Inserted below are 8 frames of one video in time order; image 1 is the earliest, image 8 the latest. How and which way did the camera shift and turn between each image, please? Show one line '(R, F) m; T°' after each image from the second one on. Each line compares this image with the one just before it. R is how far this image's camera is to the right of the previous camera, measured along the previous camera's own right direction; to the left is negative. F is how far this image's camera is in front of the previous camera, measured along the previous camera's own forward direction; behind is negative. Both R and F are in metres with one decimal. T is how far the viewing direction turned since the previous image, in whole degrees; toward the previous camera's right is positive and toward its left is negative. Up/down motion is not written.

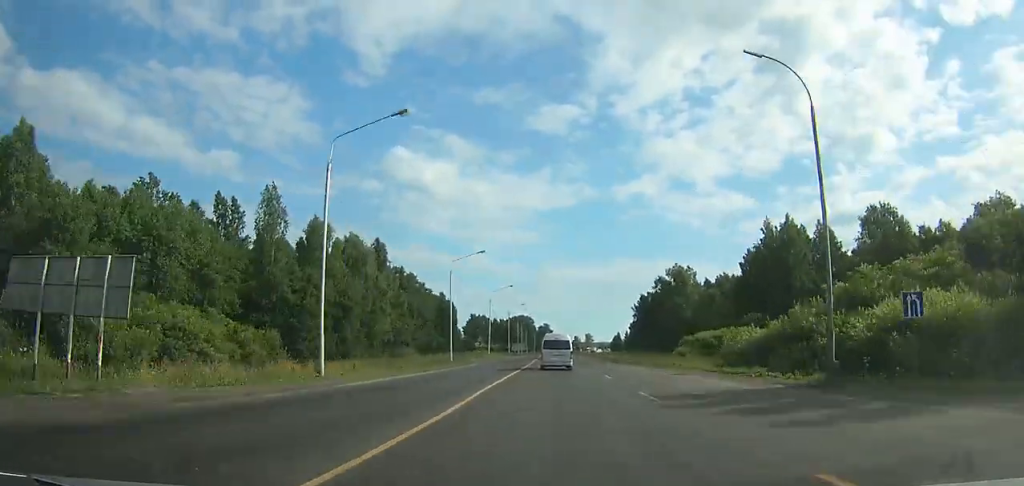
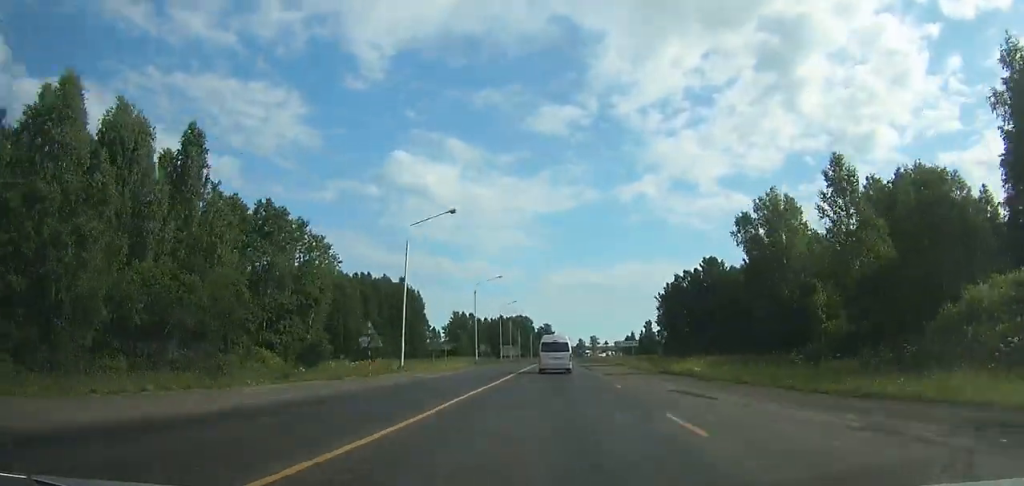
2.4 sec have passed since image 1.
(+14.9, +59.2) m; +6°
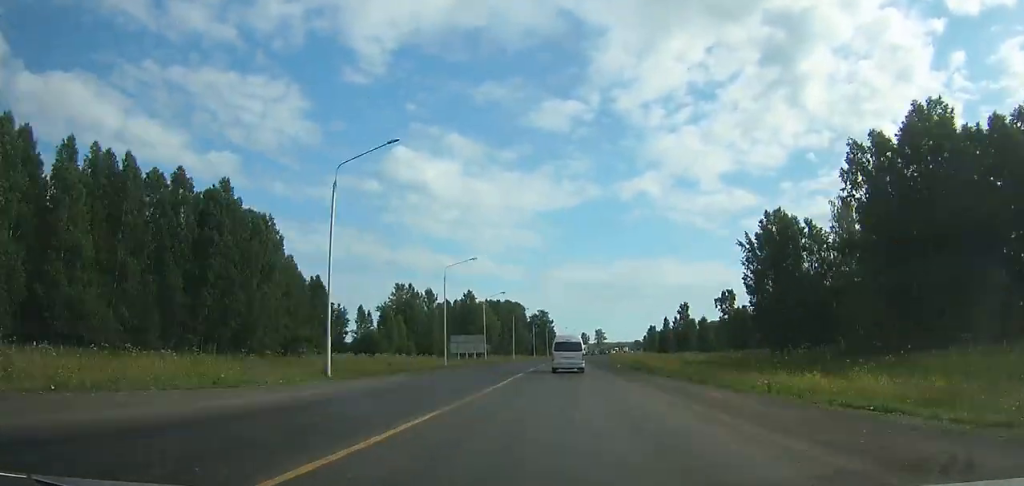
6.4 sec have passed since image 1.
(-19.2, +92.7) m; -14°
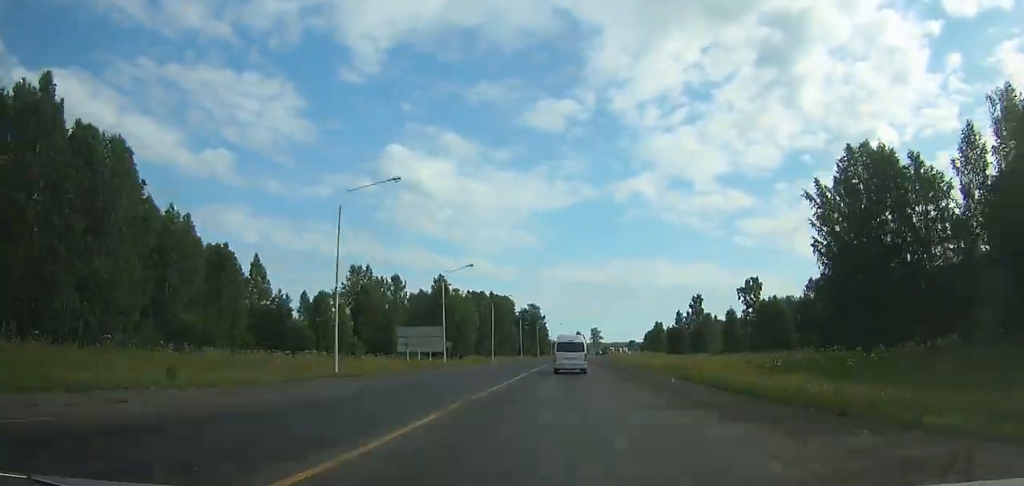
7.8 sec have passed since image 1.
(-0.8, +31.7) m; -1°
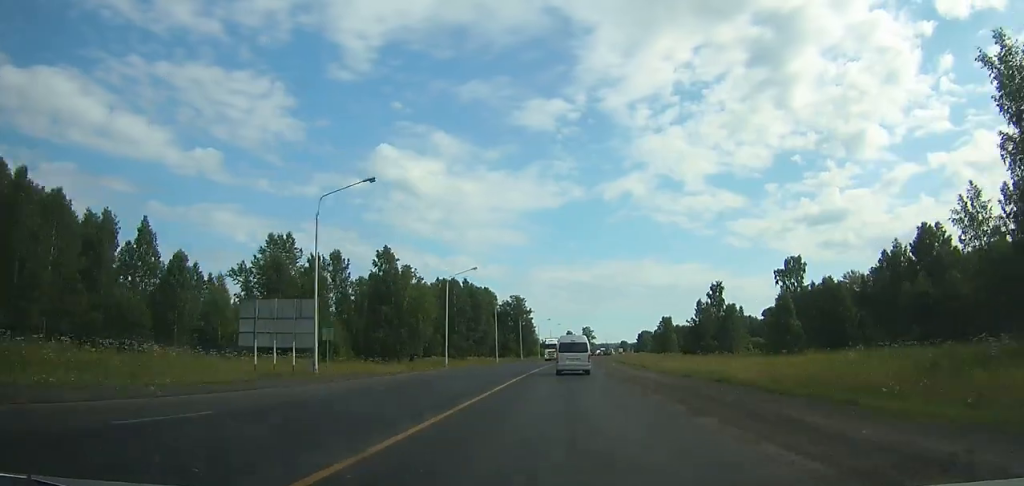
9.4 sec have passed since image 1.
(+0.4, +34.6) m; +1°
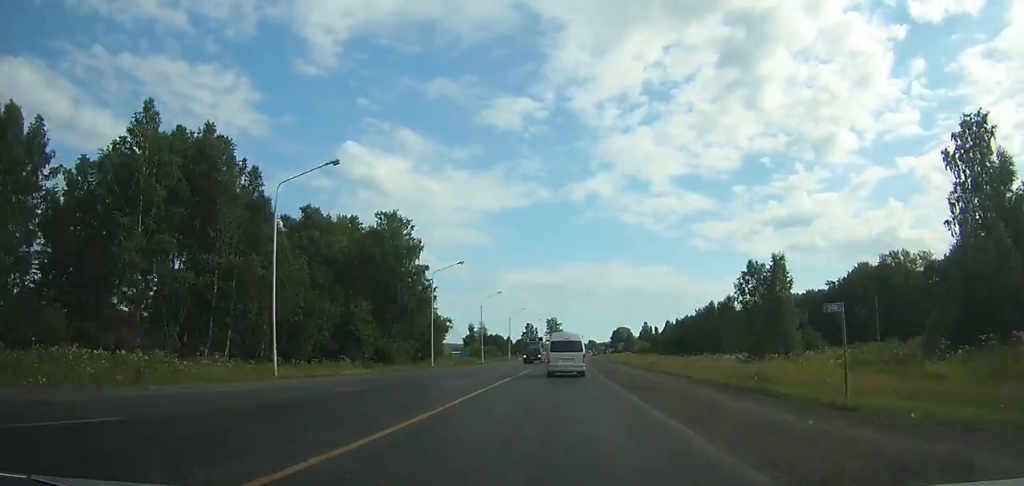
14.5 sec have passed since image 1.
(+3.1, +106.8) m; +3°
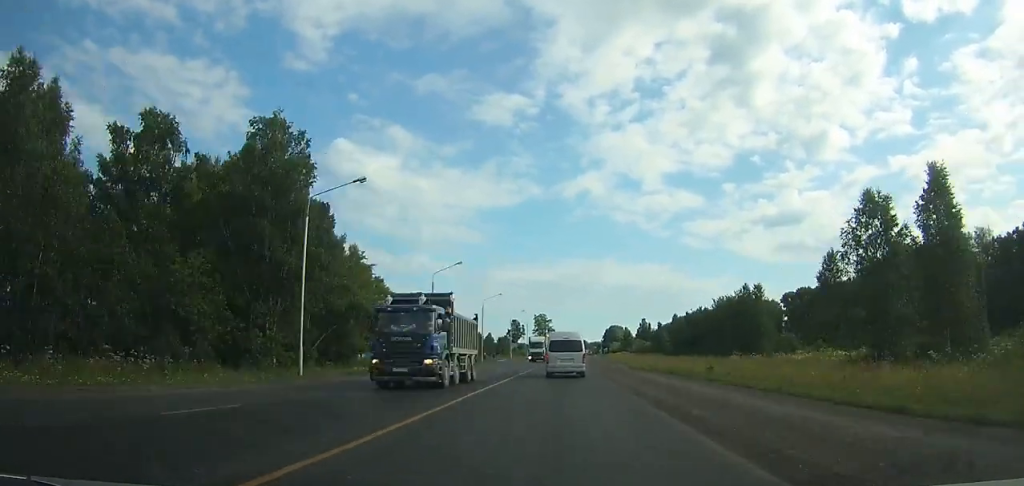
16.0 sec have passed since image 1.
(+0.1, +30.6) m; +1°
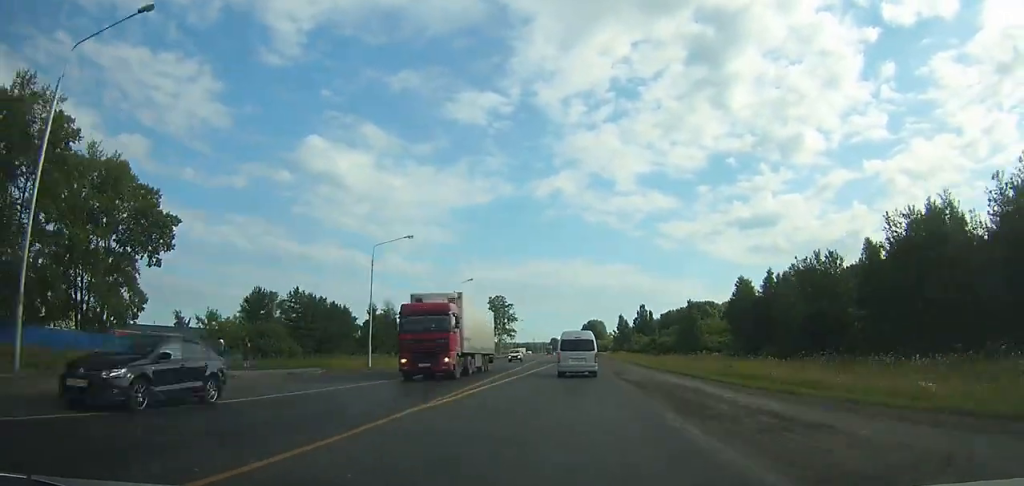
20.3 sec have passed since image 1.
(+2.1, +86.2) m; +3°
